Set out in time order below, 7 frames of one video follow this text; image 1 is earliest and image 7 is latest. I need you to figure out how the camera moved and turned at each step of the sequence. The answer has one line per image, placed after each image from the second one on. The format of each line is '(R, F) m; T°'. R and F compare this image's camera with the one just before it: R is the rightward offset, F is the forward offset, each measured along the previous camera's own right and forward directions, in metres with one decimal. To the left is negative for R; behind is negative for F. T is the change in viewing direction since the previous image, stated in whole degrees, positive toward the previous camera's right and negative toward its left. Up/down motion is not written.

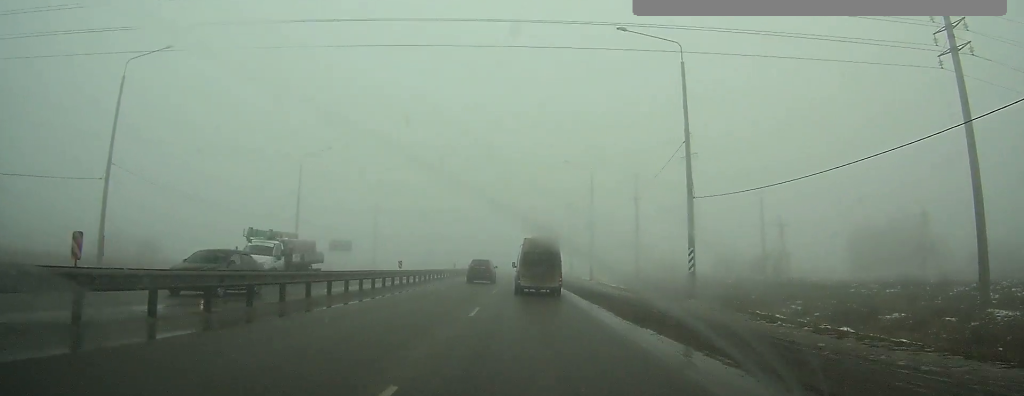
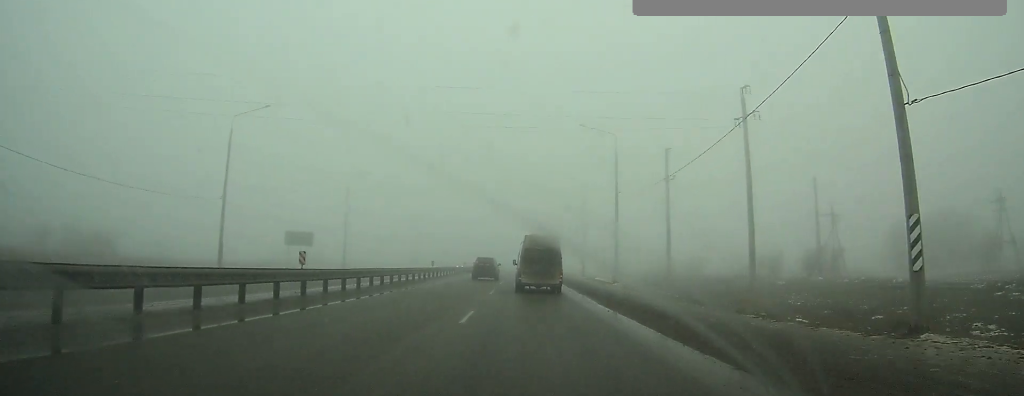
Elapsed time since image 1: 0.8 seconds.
(0.0, +12.5) m; 0°
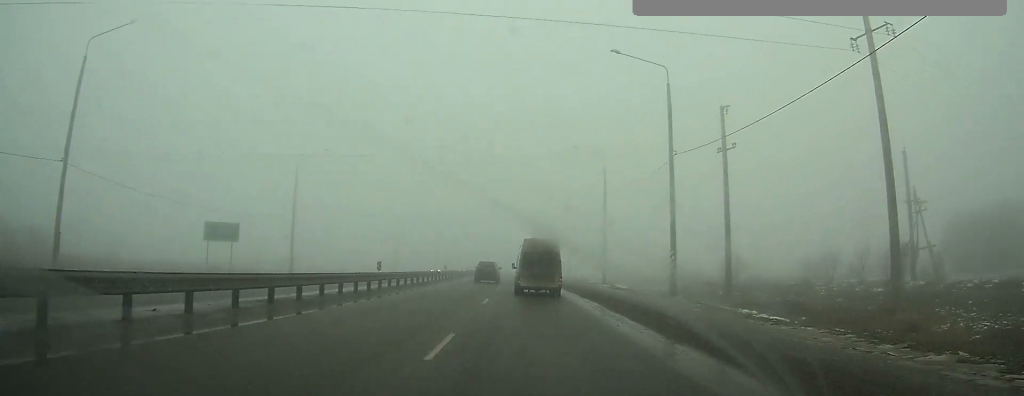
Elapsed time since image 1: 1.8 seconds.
(0.0, +14.5) m; 0°
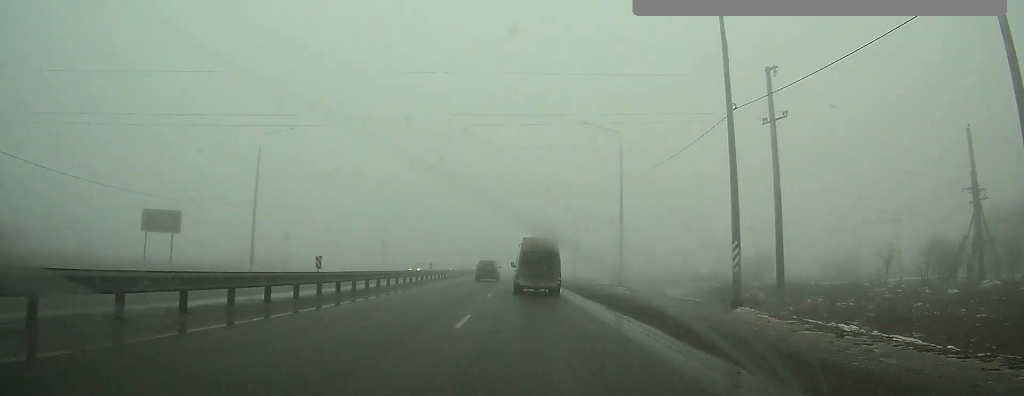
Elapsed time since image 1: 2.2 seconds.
(0.0, +7.7) m; 0°
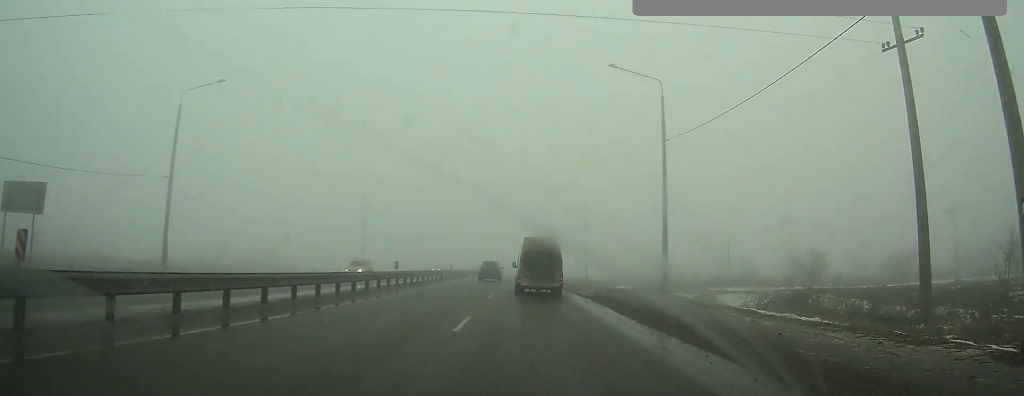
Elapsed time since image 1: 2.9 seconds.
(0.0, +13.5) m; 0°
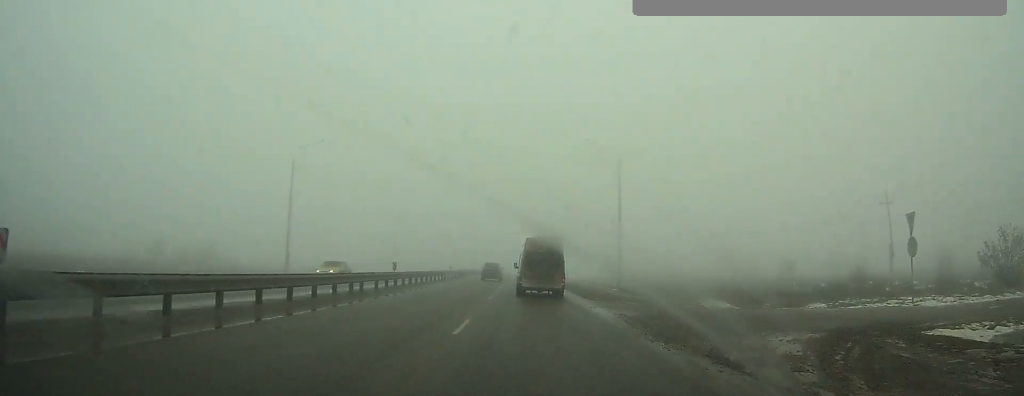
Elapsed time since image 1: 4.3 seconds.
(+0.1, +27.1) m; 0°
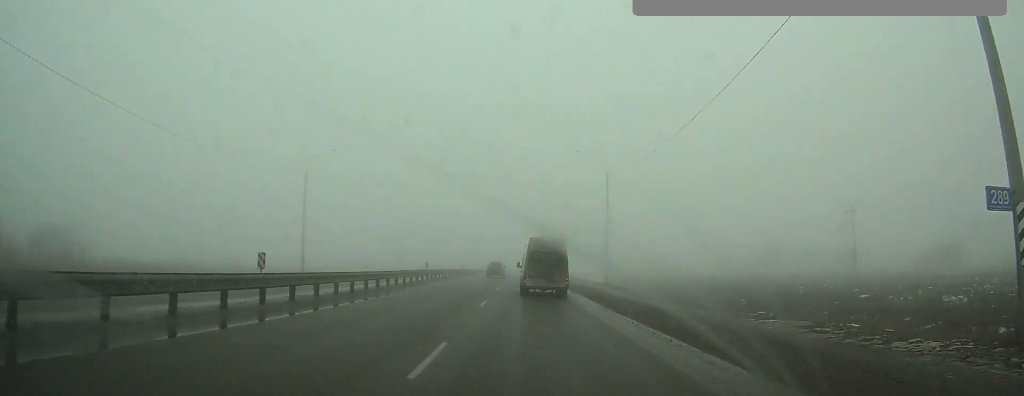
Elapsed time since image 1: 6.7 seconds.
(0.0, +43.1) m; 0°
